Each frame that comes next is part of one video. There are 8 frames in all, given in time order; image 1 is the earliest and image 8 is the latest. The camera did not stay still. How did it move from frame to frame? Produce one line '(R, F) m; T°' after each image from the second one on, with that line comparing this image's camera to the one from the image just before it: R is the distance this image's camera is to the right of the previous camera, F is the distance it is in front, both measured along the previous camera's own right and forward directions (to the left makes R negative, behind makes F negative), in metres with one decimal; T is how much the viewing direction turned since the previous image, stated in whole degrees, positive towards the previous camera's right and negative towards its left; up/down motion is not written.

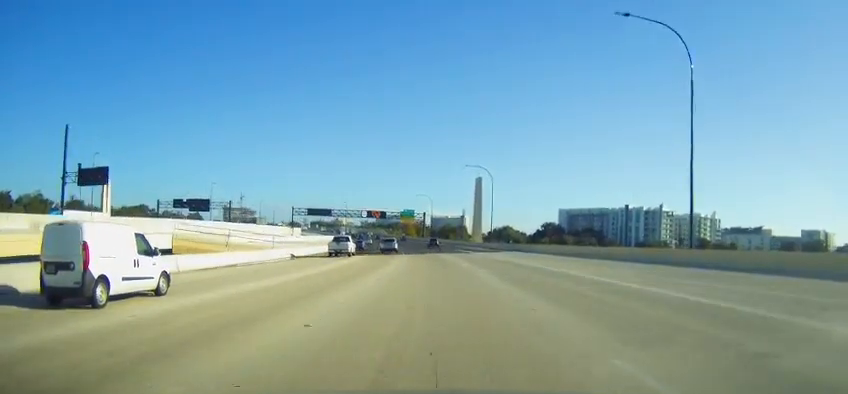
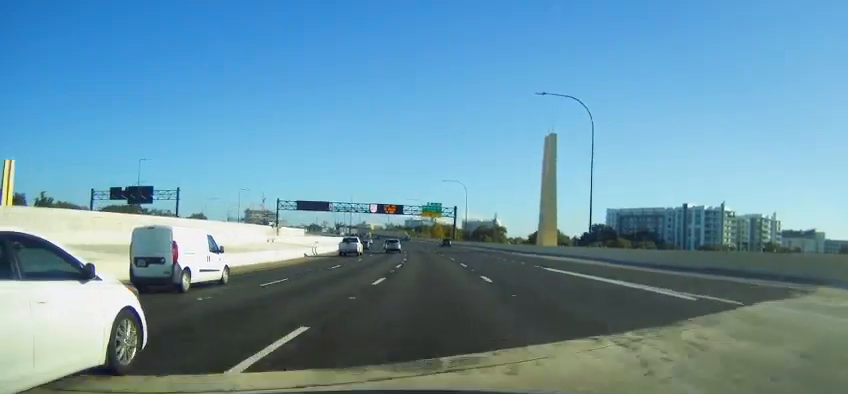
(-0.3, +48.8) m; -2°
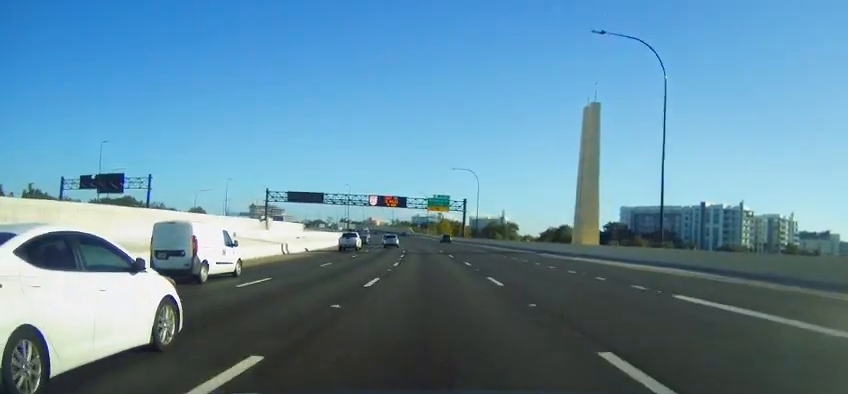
(-0.2, +14.6) m; -1°
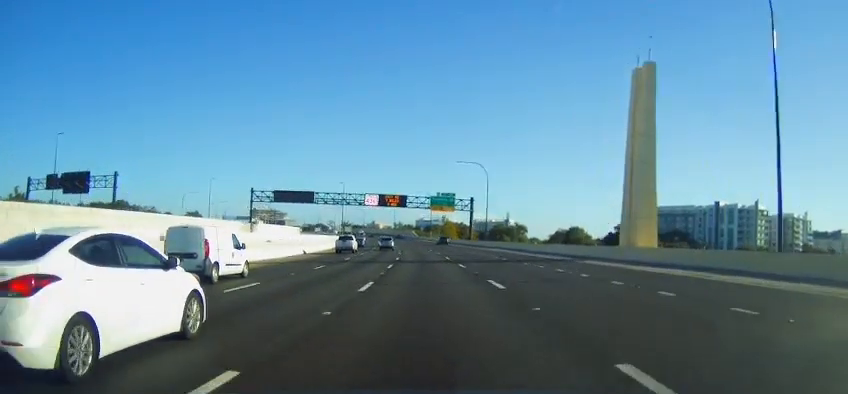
(-0.5, +12.9) m; -1°
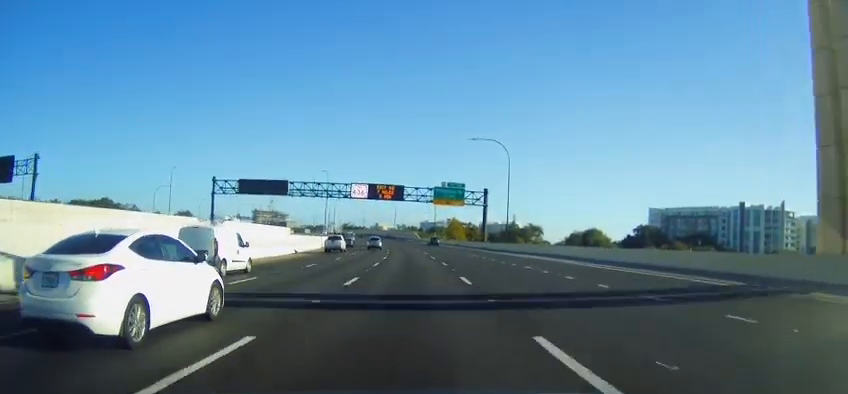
(+0.1, +22.5) m; 0°
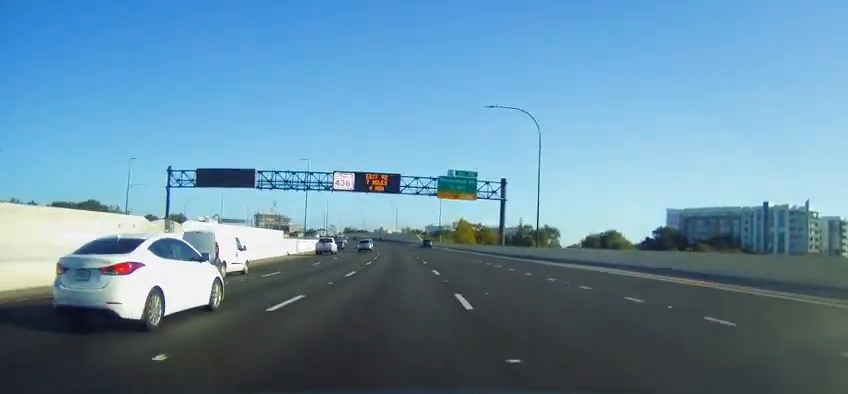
(+0.1, +18.3) m; 0°
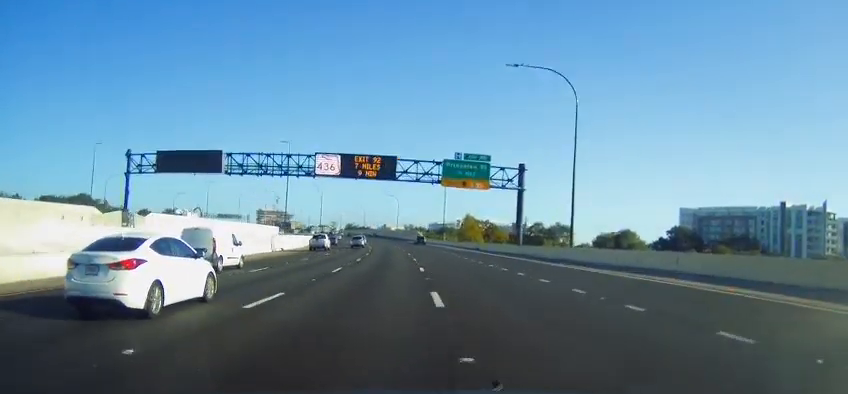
(+0.1, +12.3) m; -1°
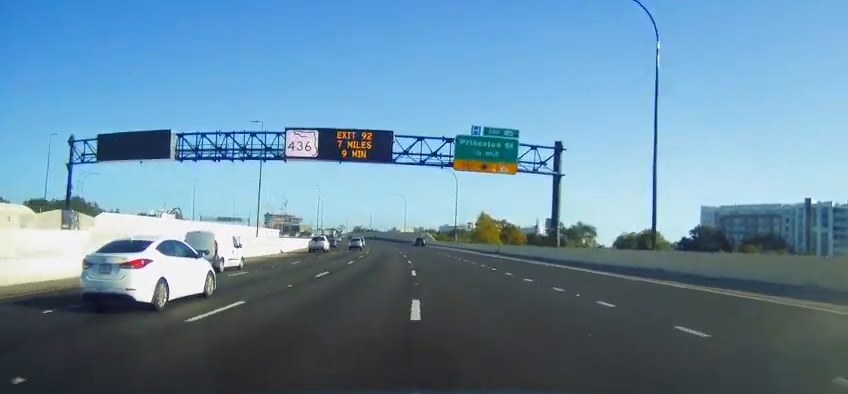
(-0.2, +14.0) m; -1°
